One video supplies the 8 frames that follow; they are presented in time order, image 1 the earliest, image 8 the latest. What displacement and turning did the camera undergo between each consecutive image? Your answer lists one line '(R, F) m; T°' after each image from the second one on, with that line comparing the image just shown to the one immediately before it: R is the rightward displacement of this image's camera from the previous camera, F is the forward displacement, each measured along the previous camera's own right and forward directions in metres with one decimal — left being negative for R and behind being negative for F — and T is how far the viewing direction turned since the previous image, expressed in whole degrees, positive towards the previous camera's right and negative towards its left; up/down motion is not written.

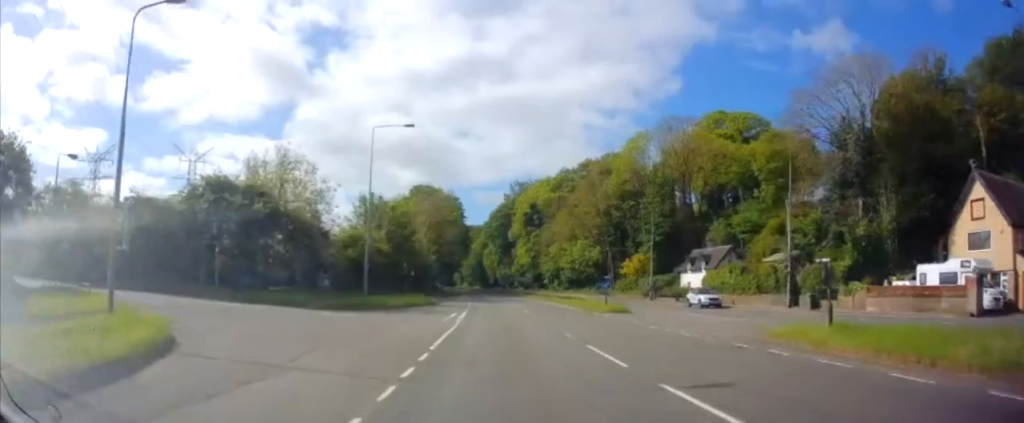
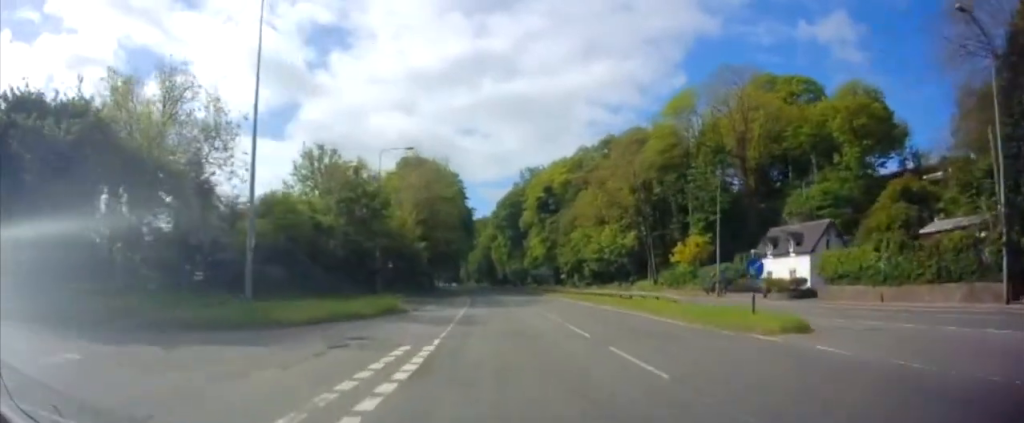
(-0.5, +19.6) m; -1°
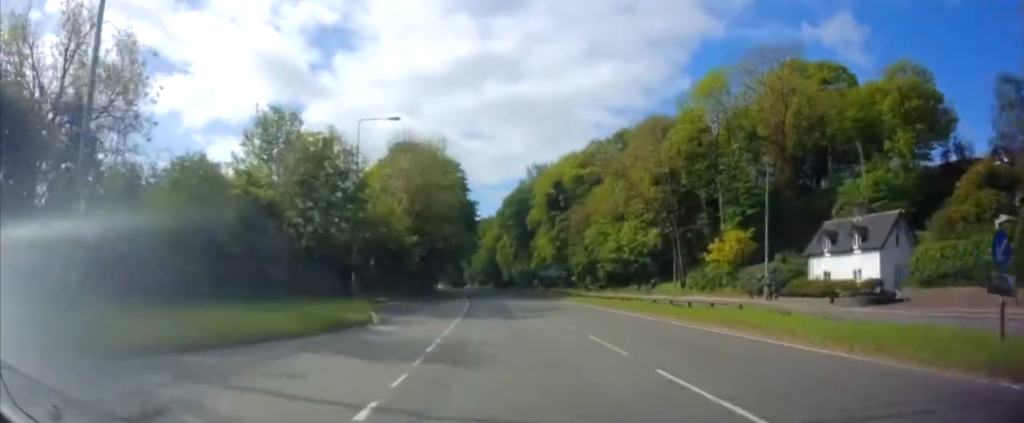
(0.0, +9.1) m; 0°
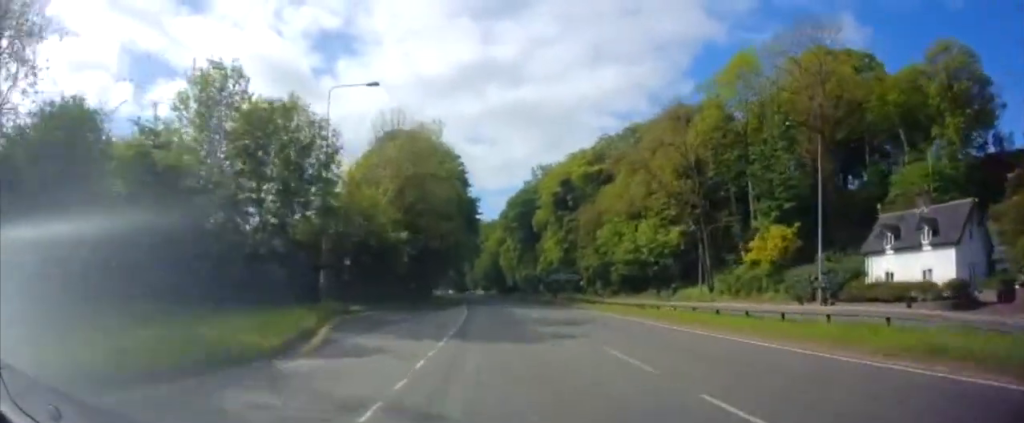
(+0.2, +7.7) m; 0°
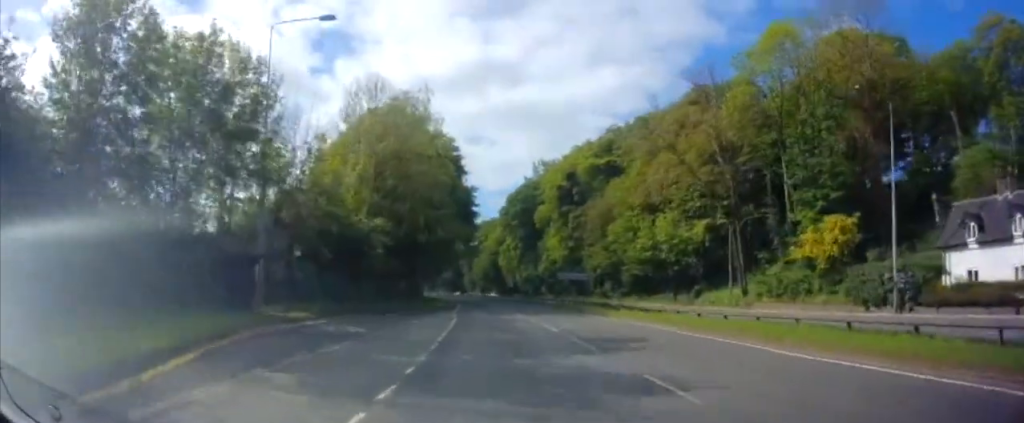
(-0.1, +8.3) m; 0°
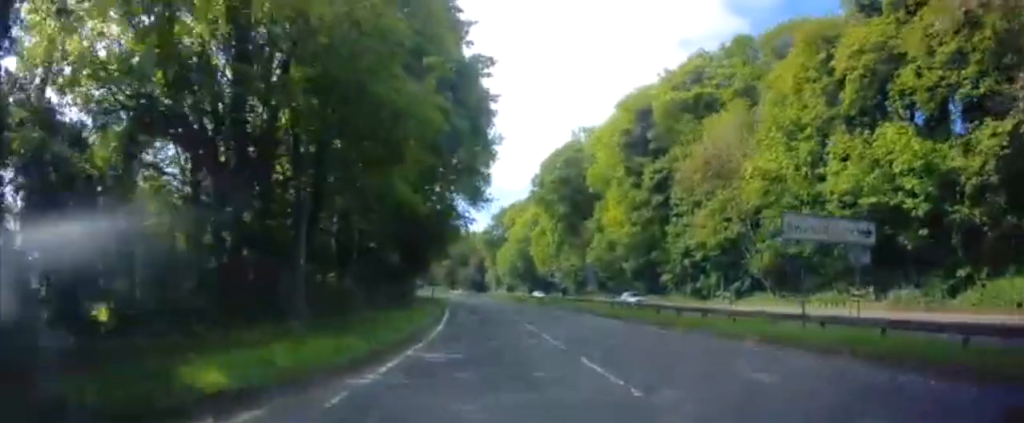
(-0.5, +34.5) m; -2°
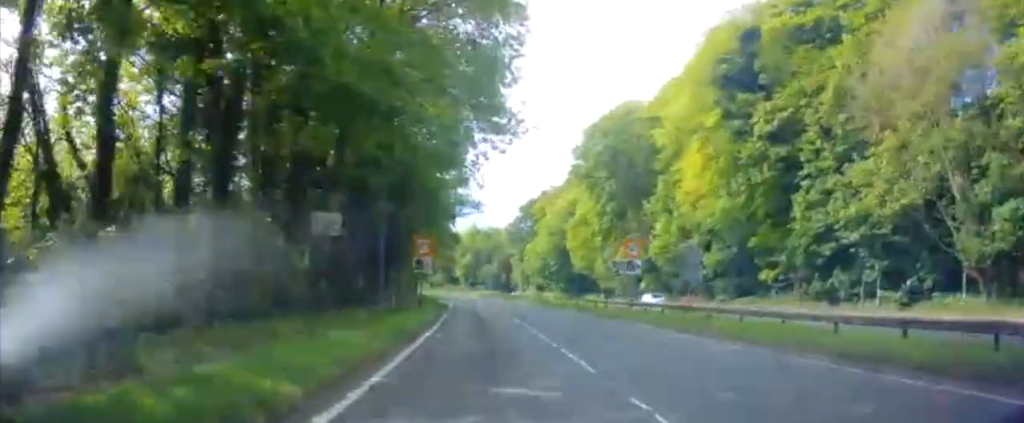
(-0.7, +21.8) m; -3°
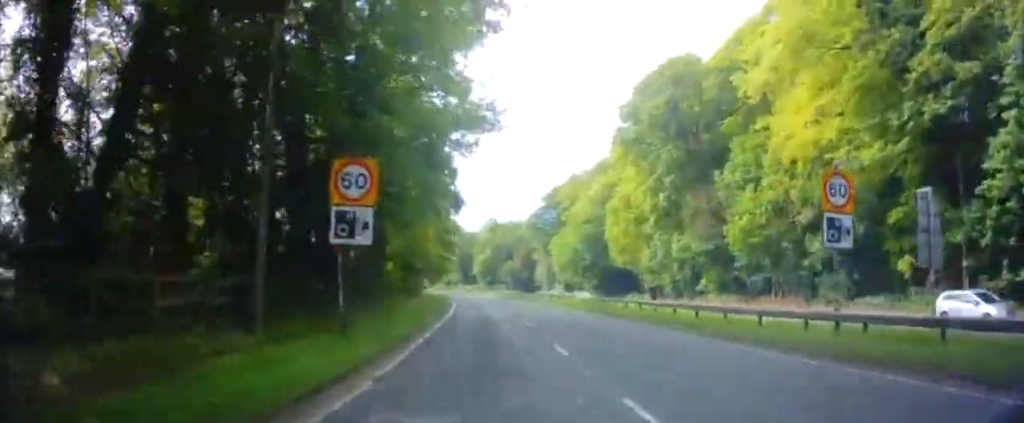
(0.0, +17.9) m; 0°
